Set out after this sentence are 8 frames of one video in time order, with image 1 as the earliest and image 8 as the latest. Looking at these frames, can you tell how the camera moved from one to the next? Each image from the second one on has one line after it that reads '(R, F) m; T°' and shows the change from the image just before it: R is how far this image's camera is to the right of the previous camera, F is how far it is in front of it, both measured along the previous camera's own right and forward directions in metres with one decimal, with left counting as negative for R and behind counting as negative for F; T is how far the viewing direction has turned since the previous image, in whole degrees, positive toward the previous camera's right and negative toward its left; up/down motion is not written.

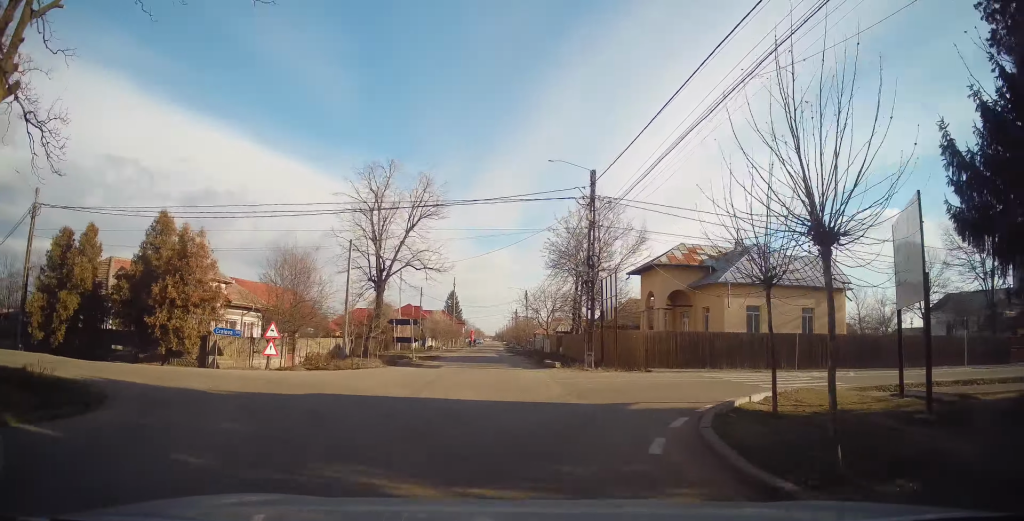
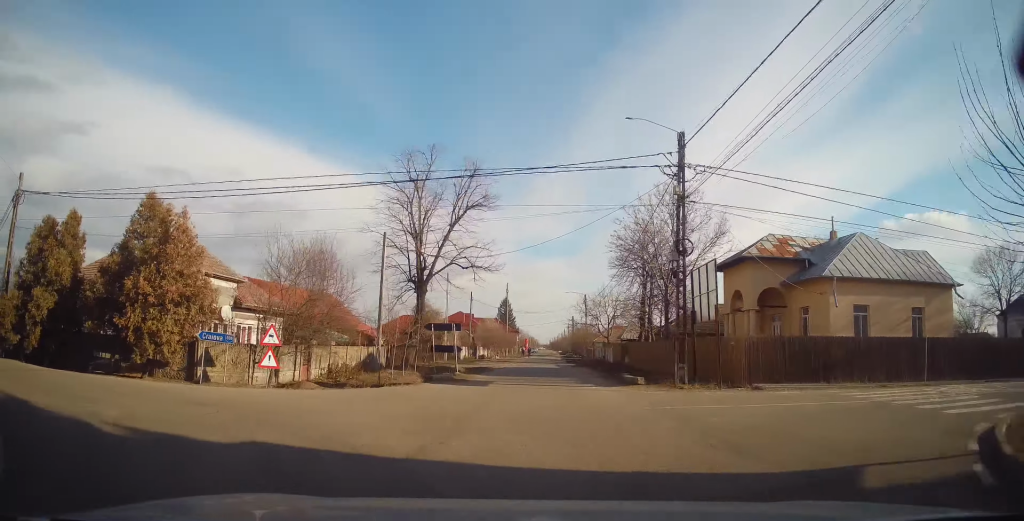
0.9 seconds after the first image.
(-0.2, +6.0) m; -14°
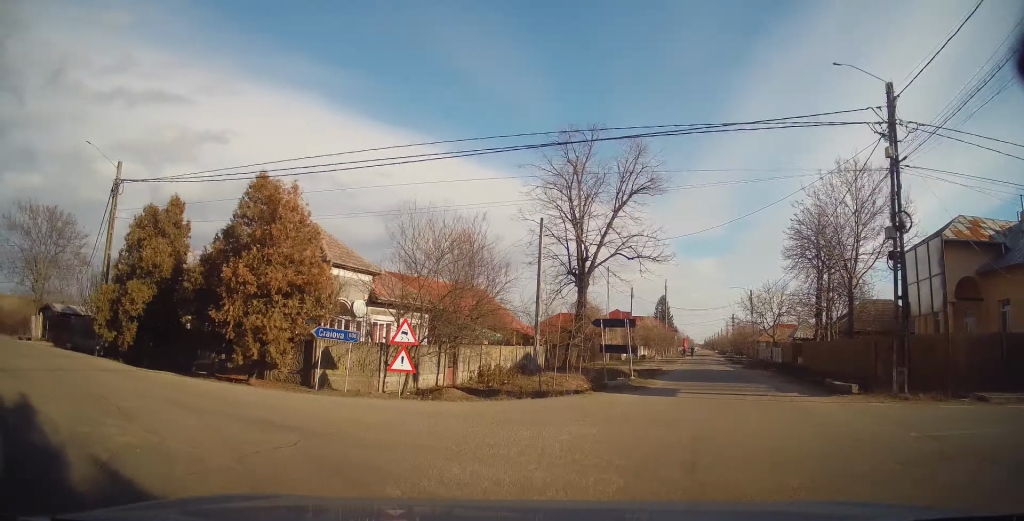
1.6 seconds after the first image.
(-0.5, +4.1) m; -18°
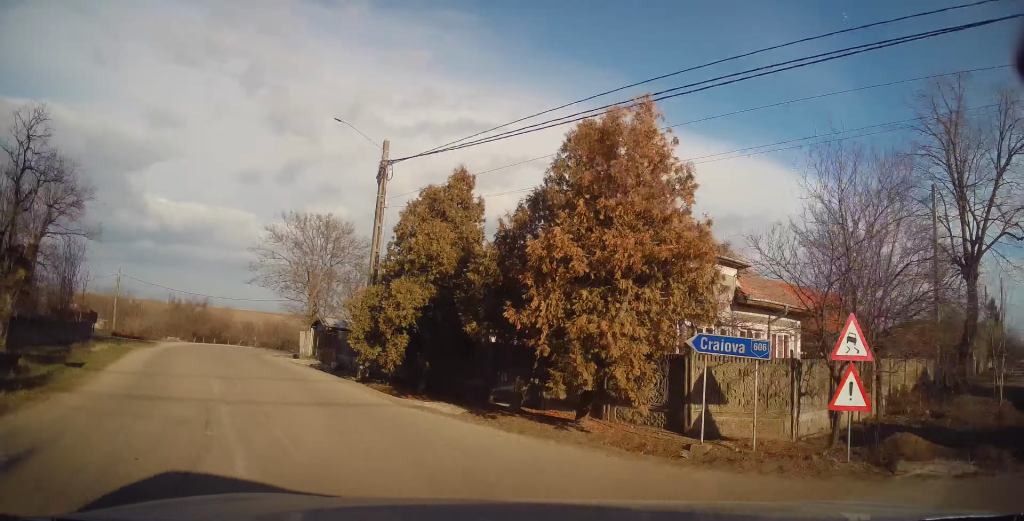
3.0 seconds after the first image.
(-2.4, +7.2) m; -30°
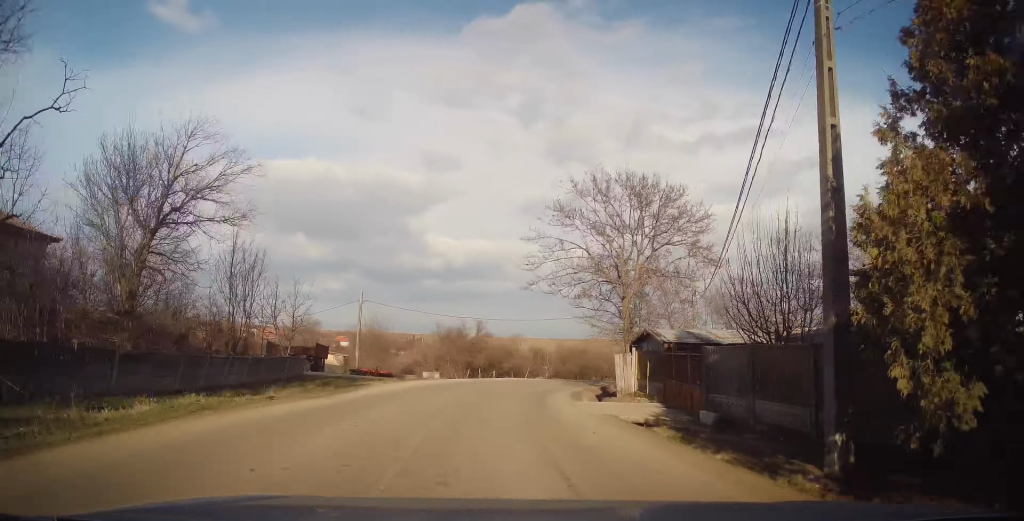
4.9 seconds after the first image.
(-3.1, +12.8) m; -21°
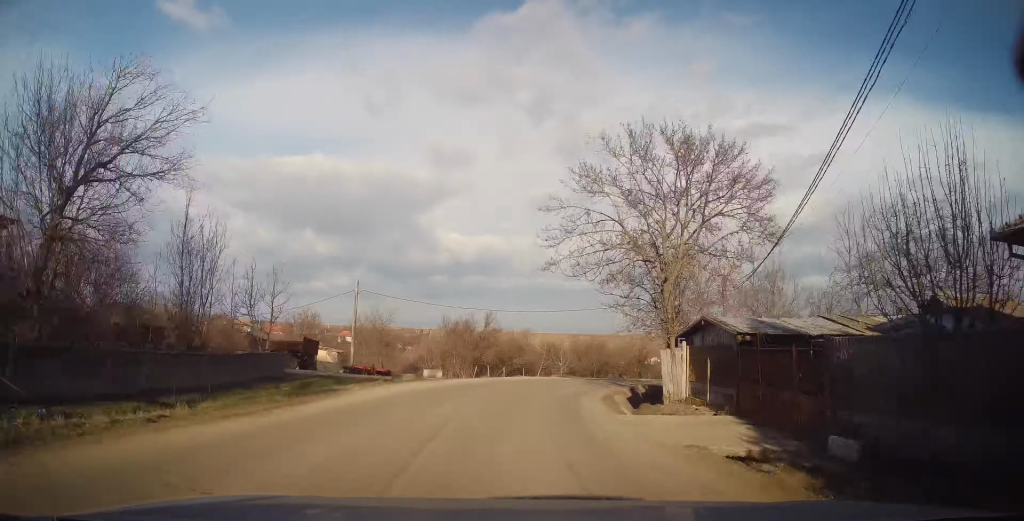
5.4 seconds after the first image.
(-0.2, +4.6) m; -2°
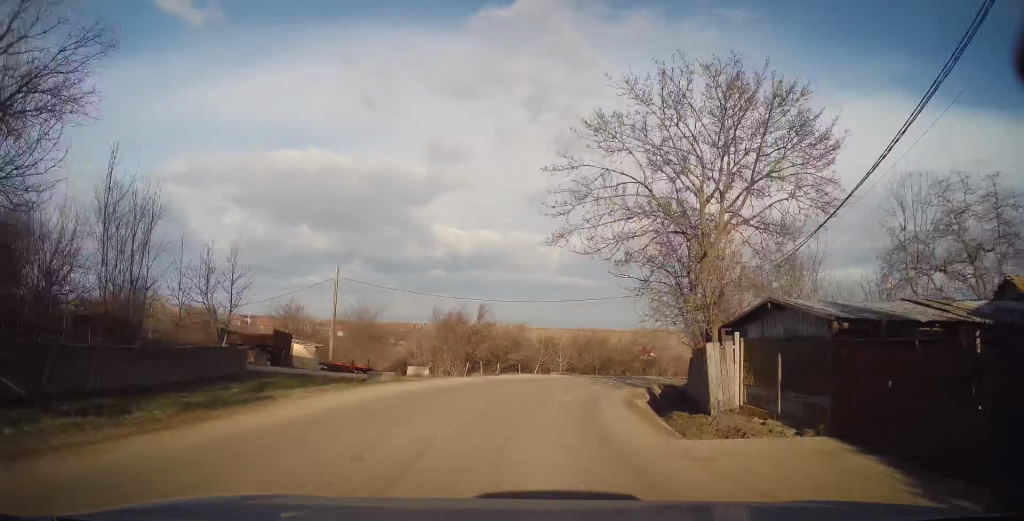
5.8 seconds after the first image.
(-0.1, +4.4) m; +2°
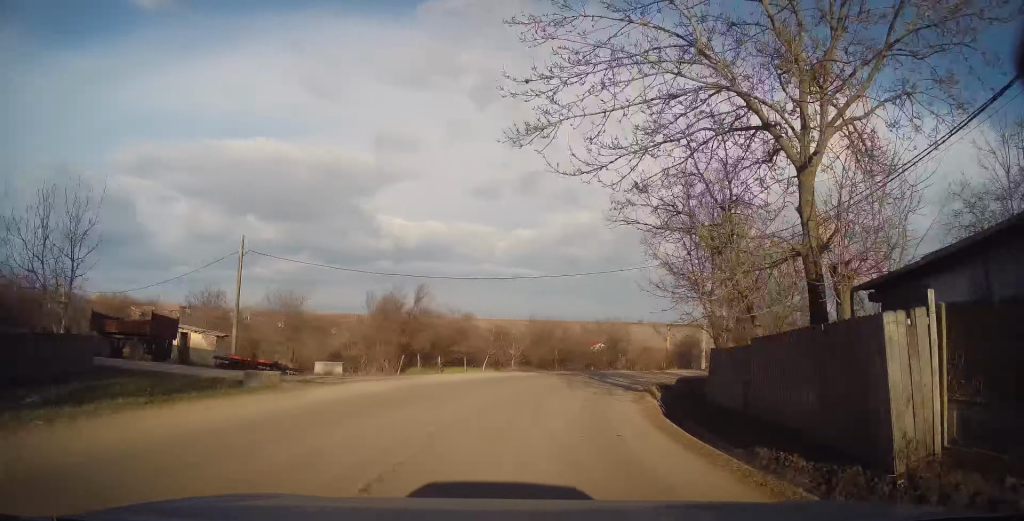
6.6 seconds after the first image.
(+0.1, +7.5) m; +5°
